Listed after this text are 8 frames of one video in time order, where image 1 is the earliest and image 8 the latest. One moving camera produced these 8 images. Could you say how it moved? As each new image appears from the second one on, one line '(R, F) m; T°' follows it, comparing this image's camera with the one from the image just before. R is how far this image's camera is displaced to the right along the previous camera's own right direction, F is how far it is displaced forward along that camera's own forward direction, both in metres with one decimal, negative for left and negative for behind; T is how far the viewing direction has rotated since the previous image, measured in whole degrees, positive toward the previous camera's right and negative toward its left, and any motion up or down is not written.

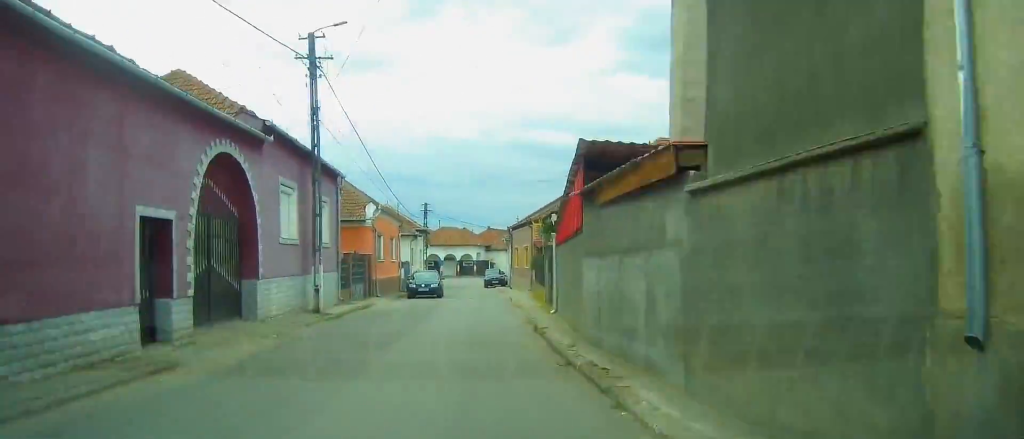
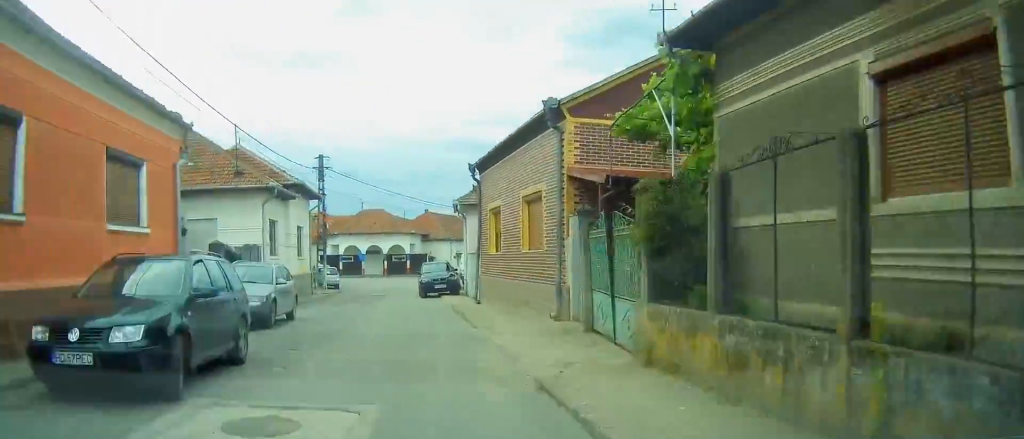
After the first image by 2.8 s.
(+0.4, +25.8) m; +1°
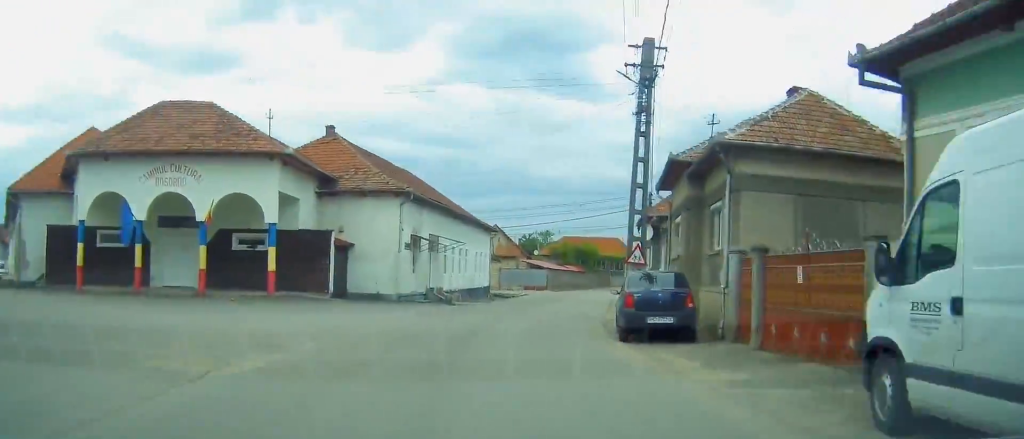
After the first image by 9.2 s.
(+6.9, +56.2) m; +19°
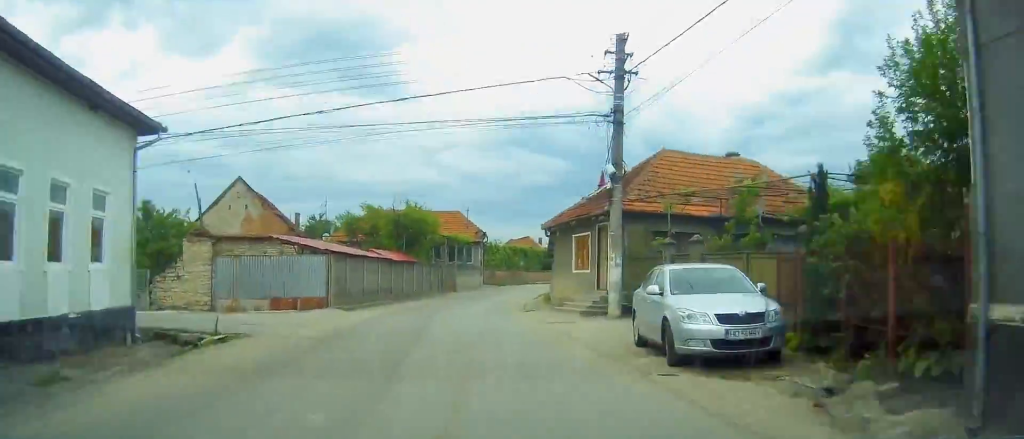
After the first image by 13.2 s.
(+4.6, +35.6) m; +13°
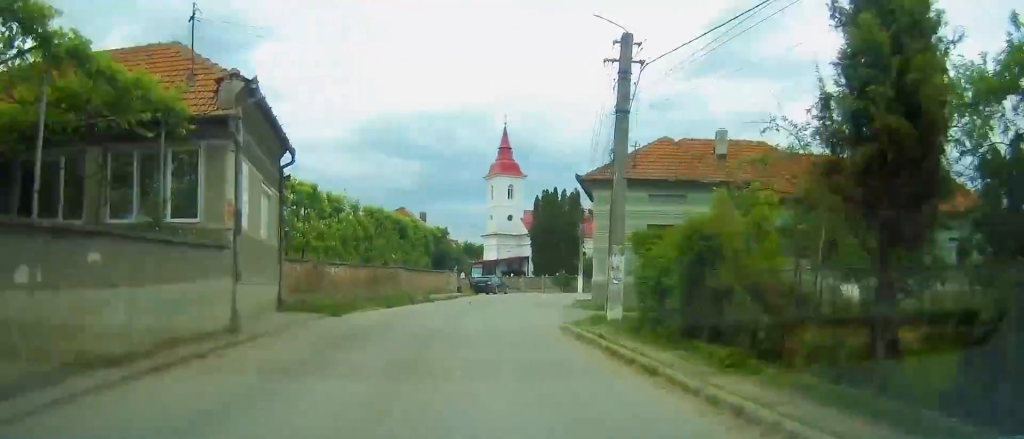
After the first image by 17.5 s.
(+4.2, +38.3) m; +15°
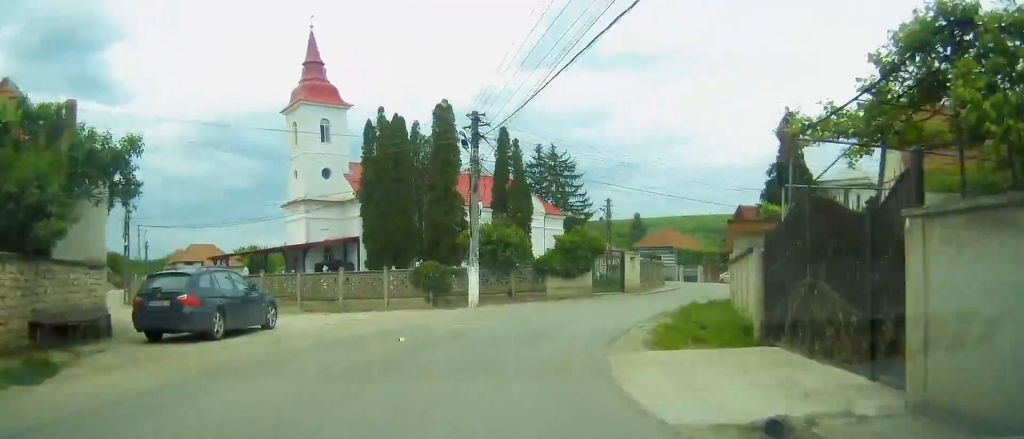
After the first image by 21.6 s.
(+5.2, +34.2) m; +18°
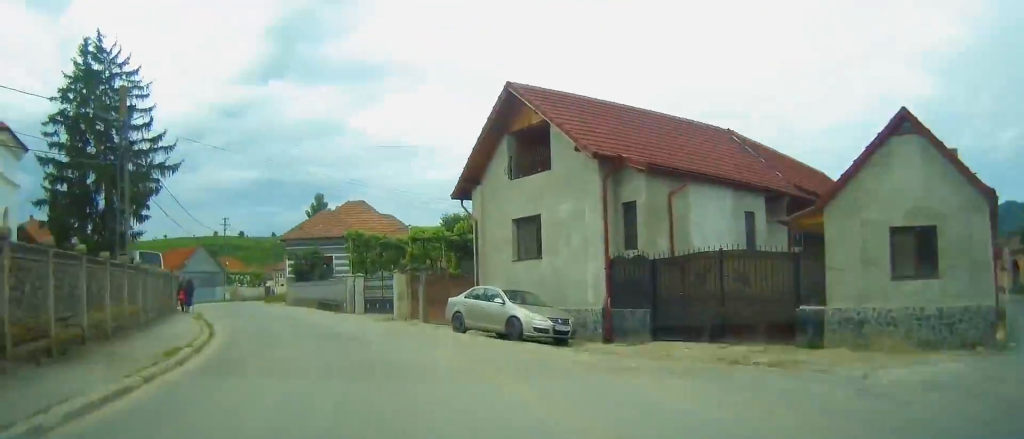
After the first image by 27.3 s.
(+8.2, +47.8) m; +3°
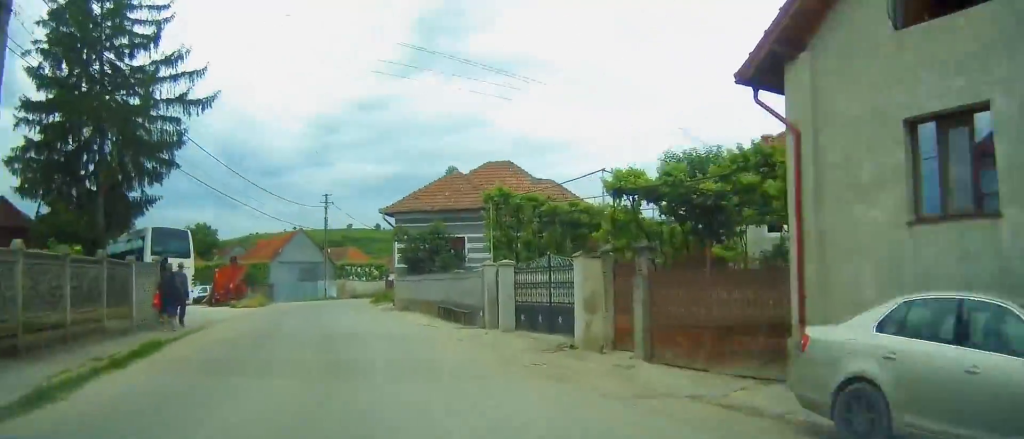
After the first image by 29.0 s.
(-3.0, +14.5) m; -2°
